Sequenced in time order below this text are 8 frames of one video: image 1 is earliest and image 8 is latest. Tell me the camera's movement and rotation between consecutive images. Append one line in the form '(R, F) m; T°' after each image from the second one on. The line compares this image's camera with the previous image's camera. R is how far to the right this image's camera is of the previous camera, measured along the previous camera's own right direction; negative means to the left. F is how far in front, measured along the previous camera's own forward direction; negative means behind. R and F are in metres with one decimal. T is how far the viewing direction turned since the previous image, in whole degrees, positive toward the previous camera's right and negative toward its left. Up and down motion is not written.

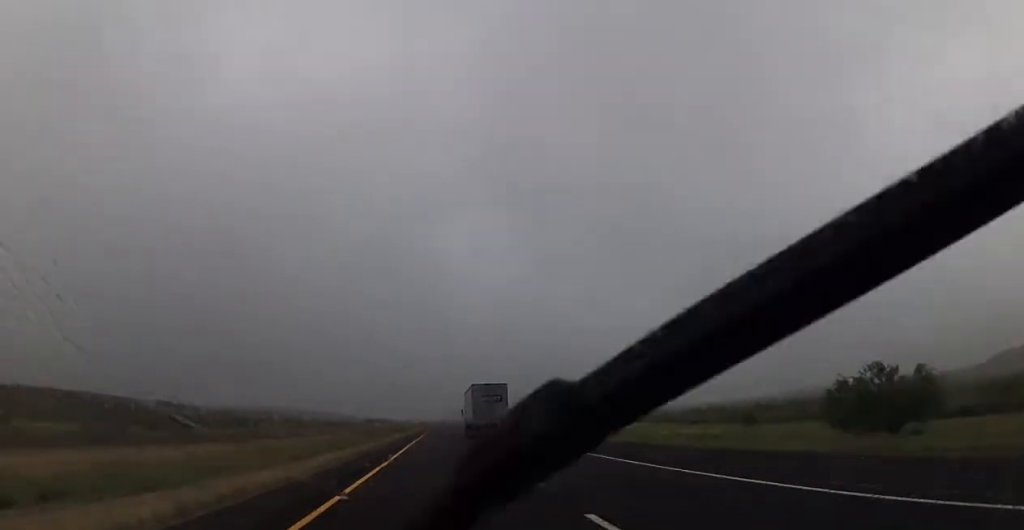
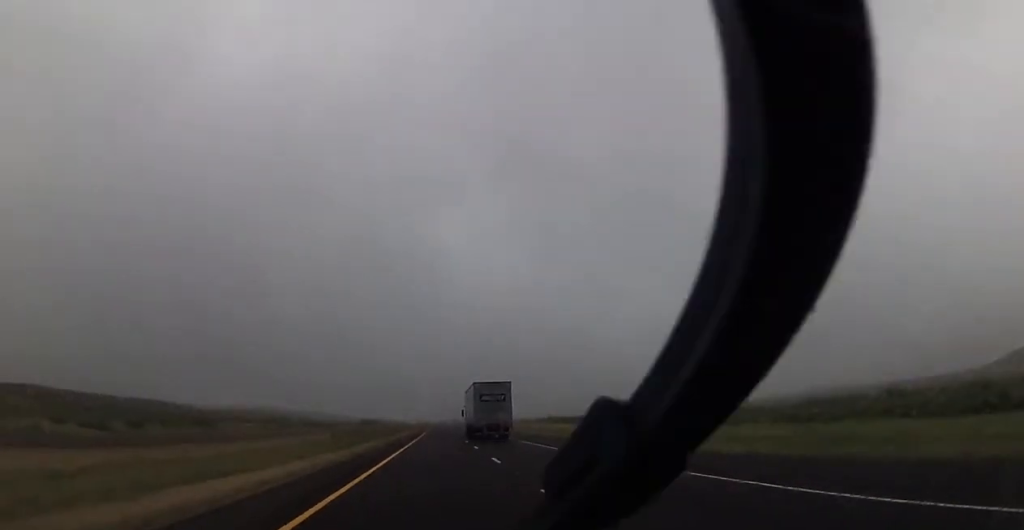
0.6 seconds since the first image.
(0.0, +20.7) m; 0°
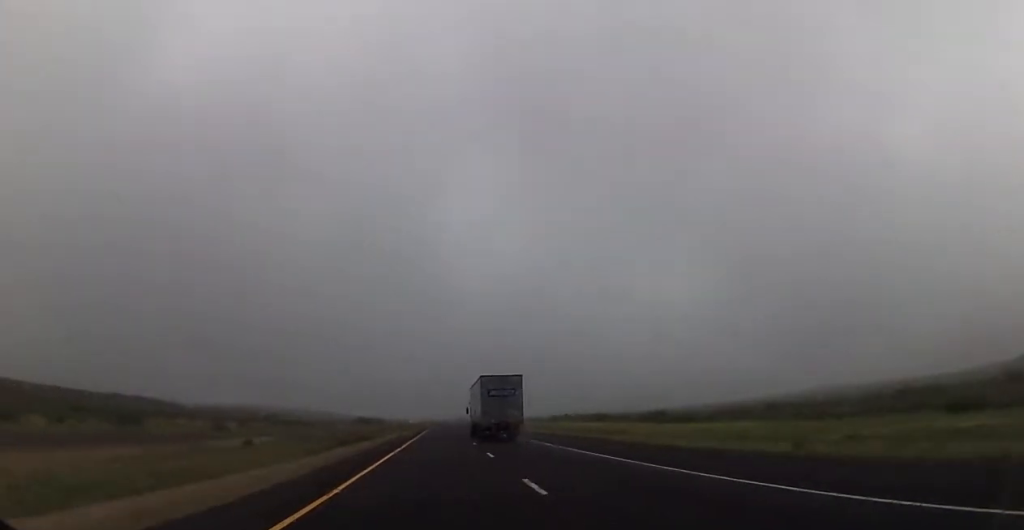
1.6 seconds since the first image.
(-0.2, +34.5) m; 0°
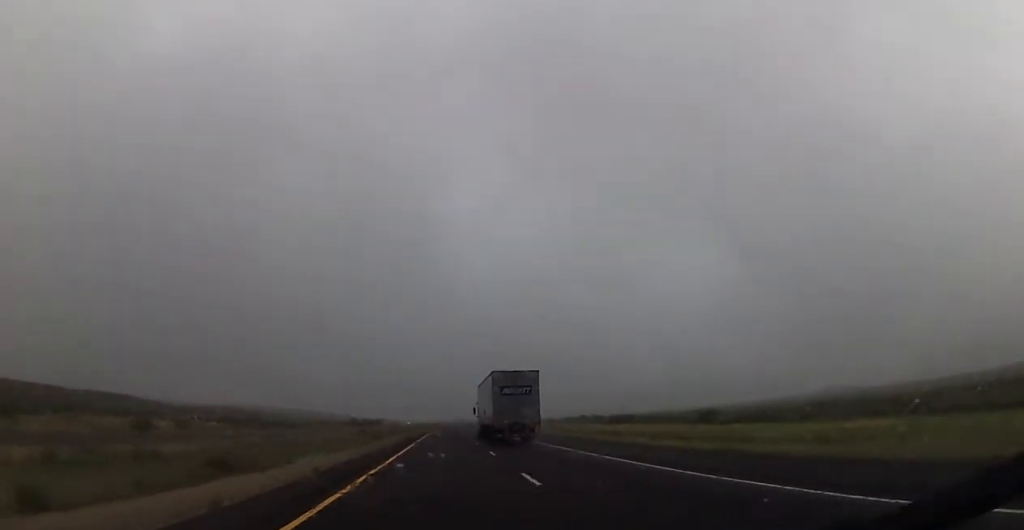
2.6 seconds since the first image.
(0.0, +34.5) m; 0°
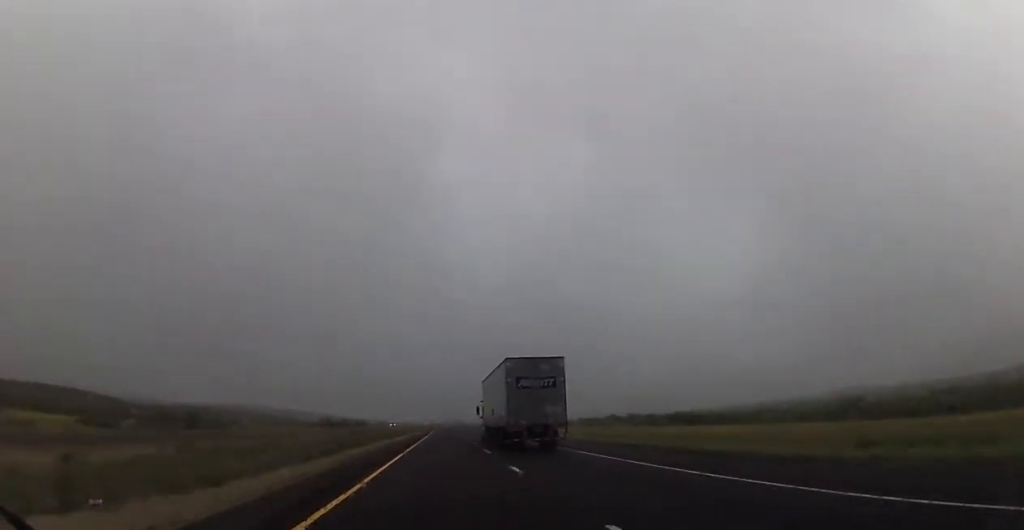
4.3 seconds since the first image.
(+0.3, +57.4) m; -1°
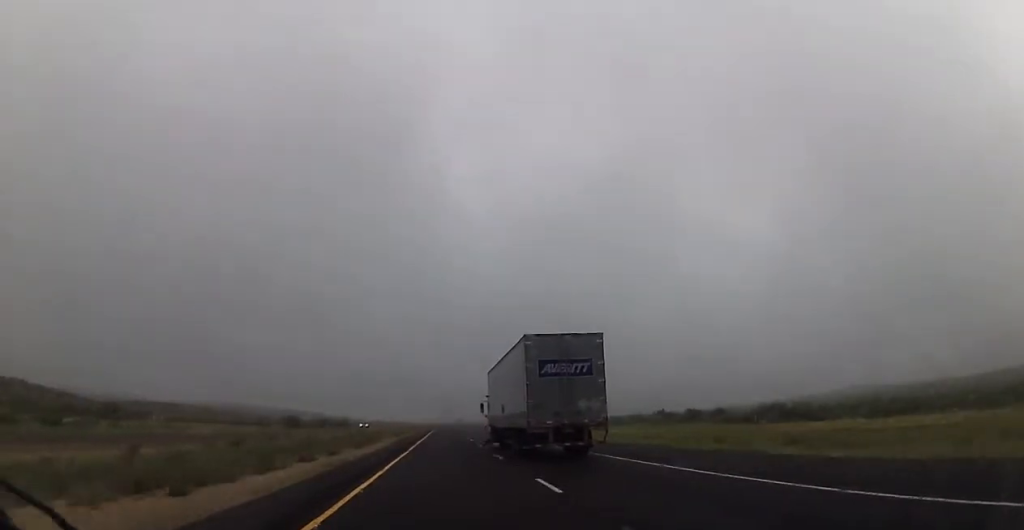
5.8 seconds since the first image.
(-0.3, +53.7) m; 0°
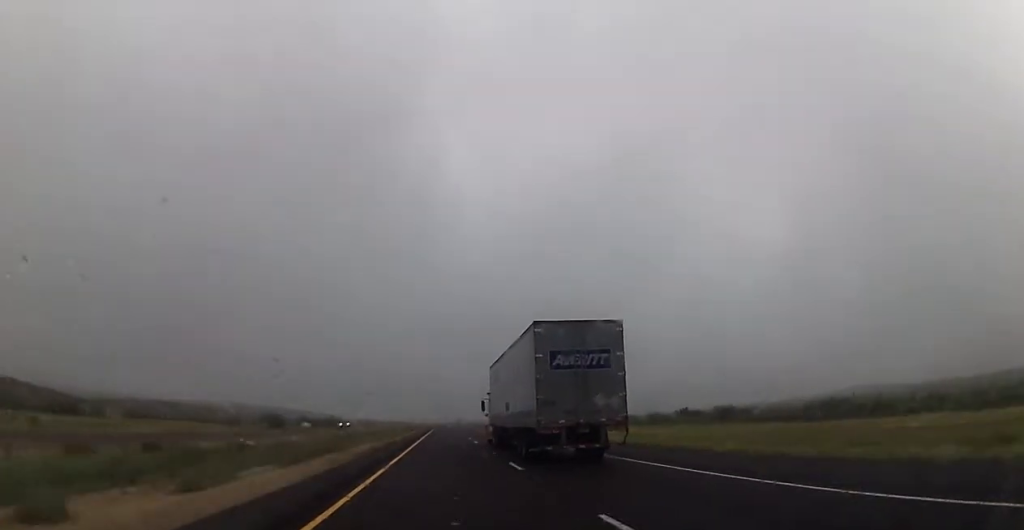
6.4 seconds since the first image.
(+0.1, +18.3) m; 0°
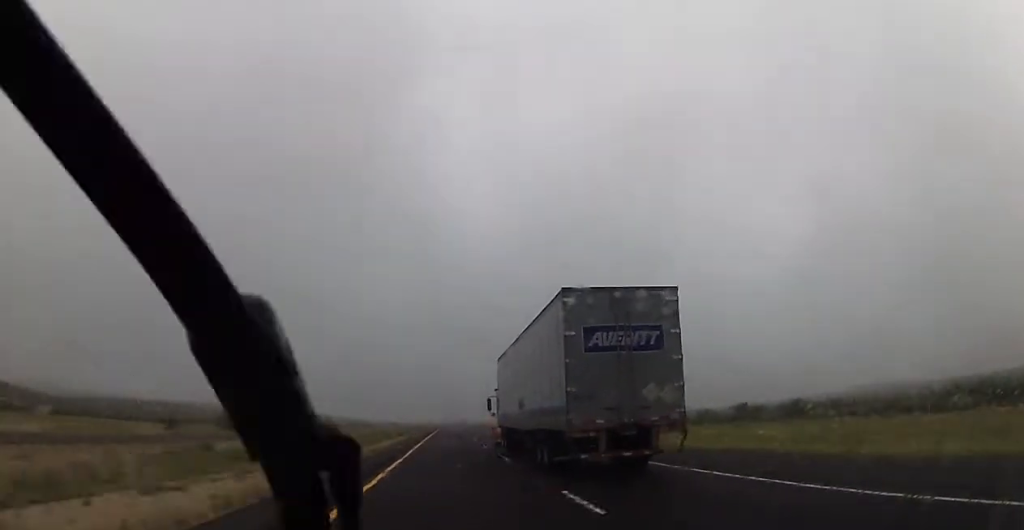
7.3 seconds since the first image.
(+0.1, +33.1) m; 0°
